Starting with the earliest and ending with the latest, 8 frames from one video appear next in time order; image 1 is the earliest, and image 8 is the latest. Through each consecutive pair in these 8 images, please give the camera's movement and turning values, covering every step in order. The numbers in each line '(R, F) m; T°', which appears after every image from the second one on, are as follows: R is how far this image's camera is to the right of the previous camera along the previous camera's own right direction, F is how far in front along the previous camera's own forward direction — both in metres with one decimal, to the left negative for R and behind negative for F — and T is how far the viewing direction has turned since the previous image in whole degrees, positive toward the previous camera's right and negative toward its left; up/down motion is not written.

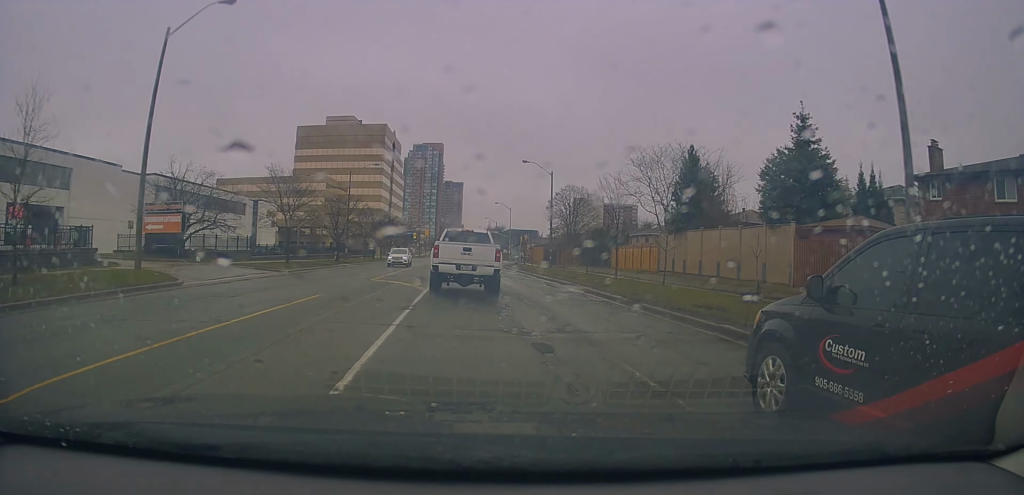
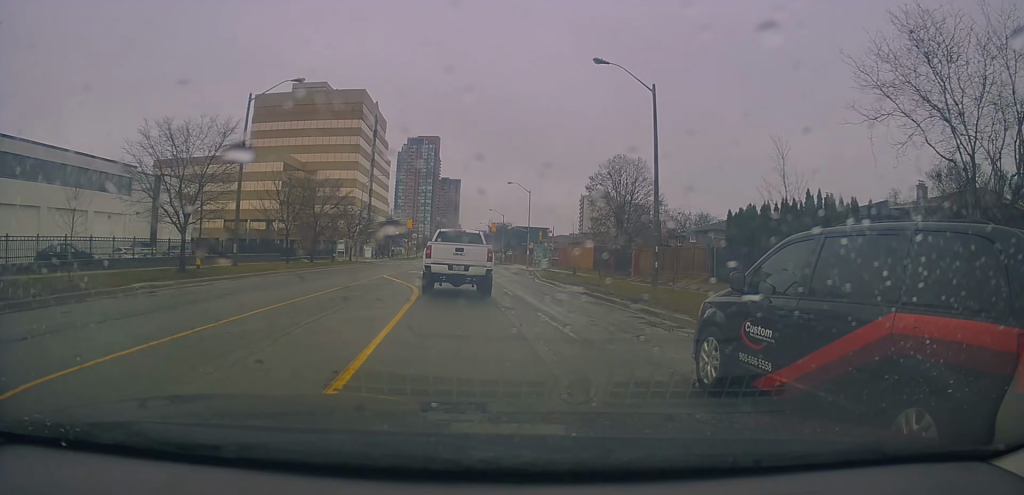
(-0.1, +34.2) m; +1°
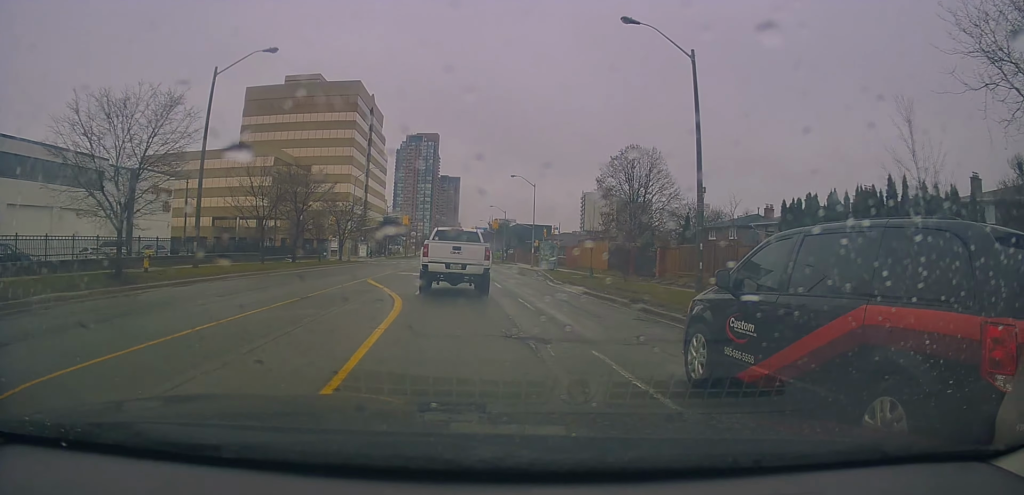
(0.0, +5.2) m; 0°
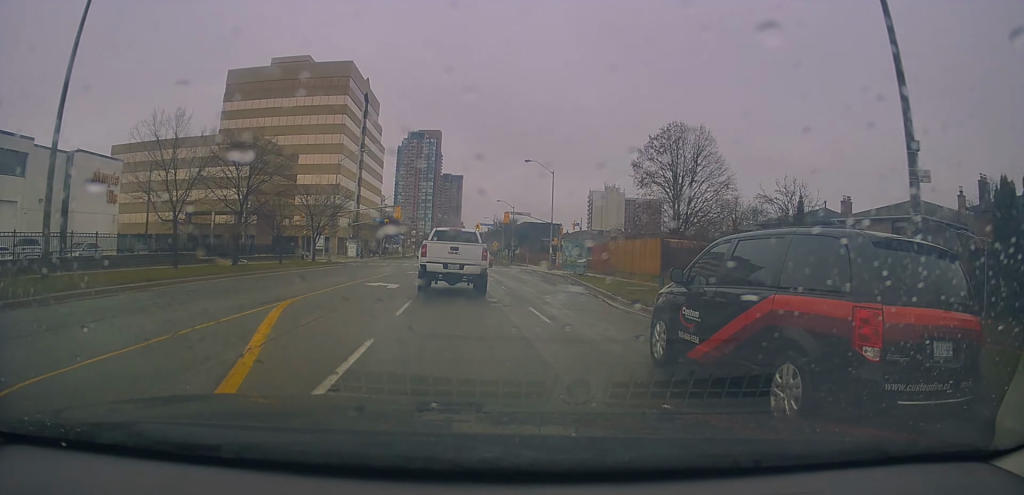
(+0.2, +12.7) m; 0°
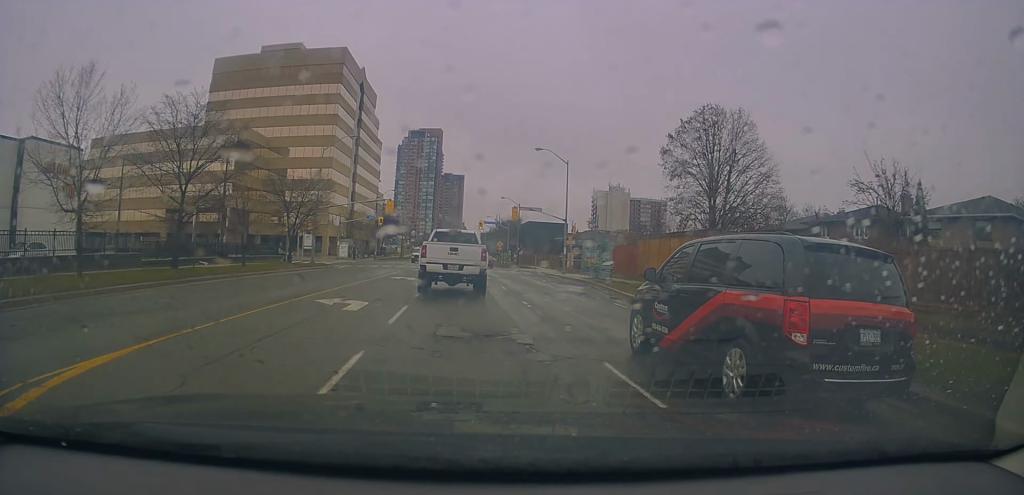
(0.0, +7.4) m; 0°
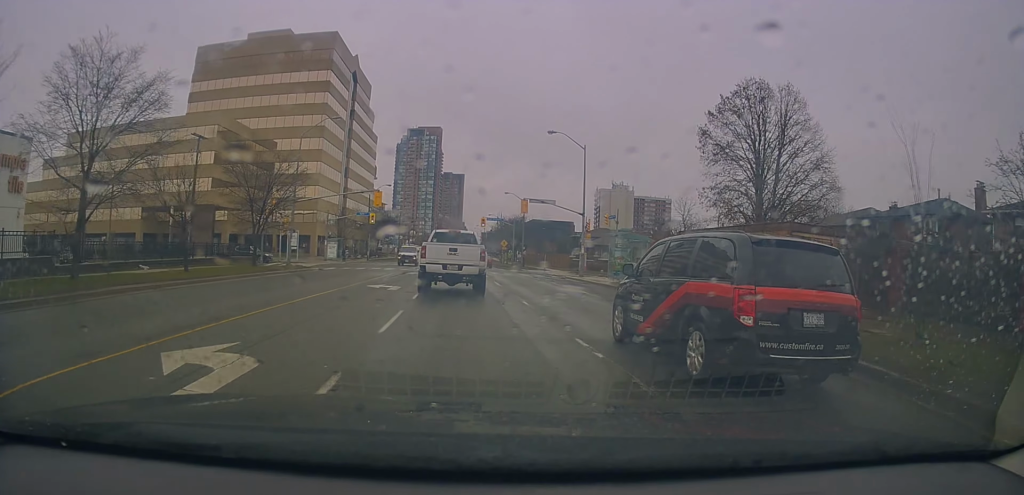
(-0.2, +7.5) m; -1°
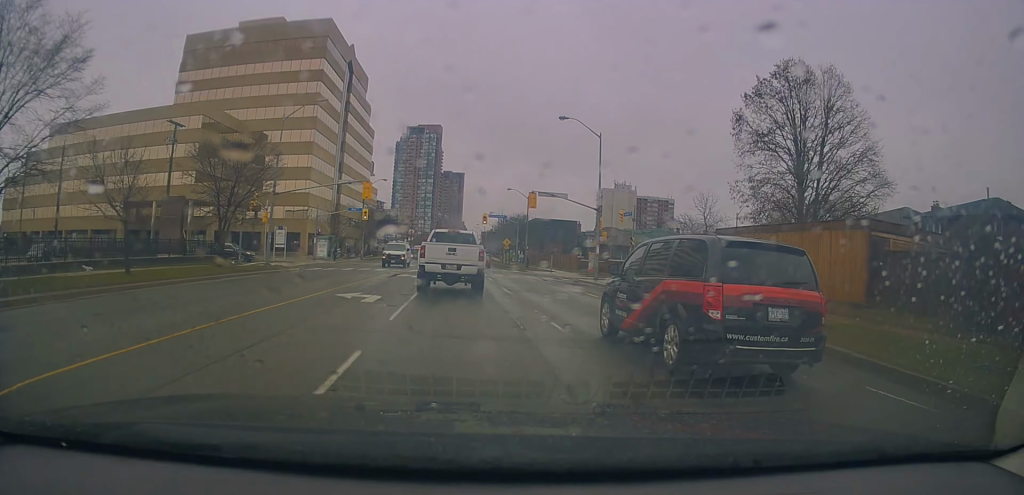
(0.0, +5.1) m; 0°
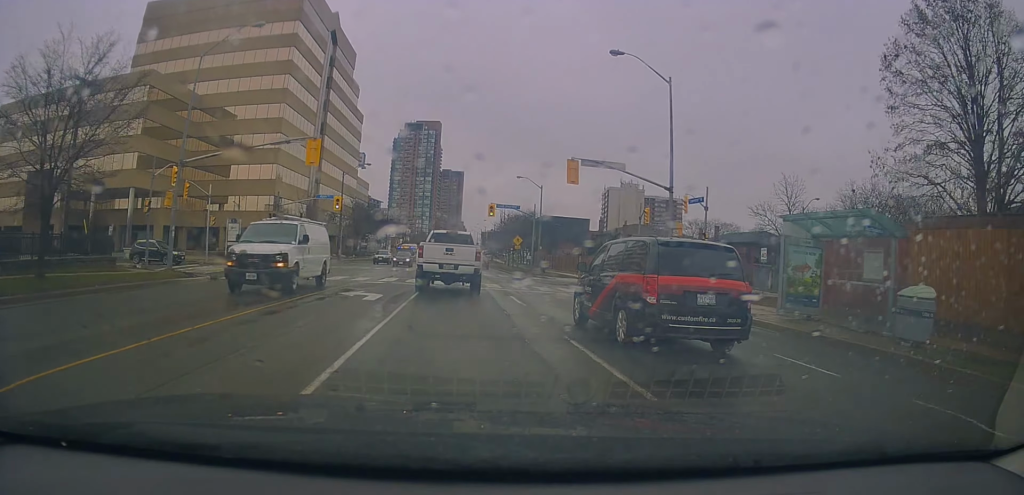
(+0.2, +14.7) m; -1°
